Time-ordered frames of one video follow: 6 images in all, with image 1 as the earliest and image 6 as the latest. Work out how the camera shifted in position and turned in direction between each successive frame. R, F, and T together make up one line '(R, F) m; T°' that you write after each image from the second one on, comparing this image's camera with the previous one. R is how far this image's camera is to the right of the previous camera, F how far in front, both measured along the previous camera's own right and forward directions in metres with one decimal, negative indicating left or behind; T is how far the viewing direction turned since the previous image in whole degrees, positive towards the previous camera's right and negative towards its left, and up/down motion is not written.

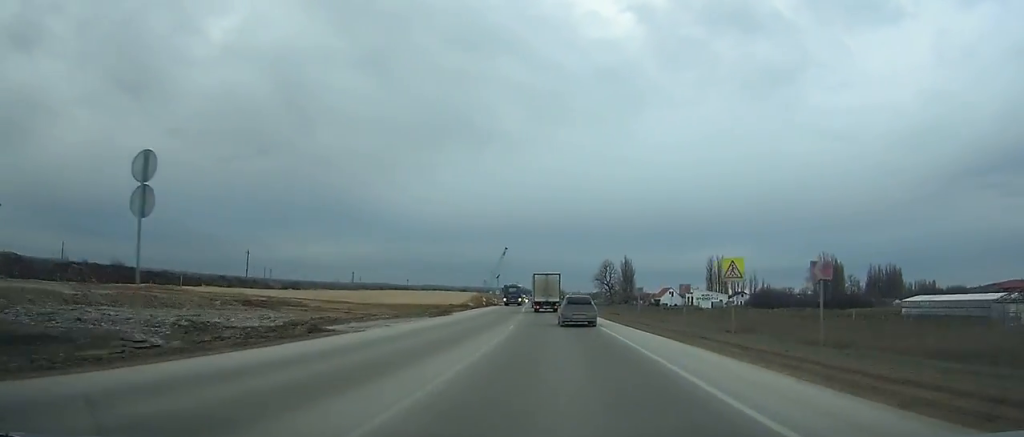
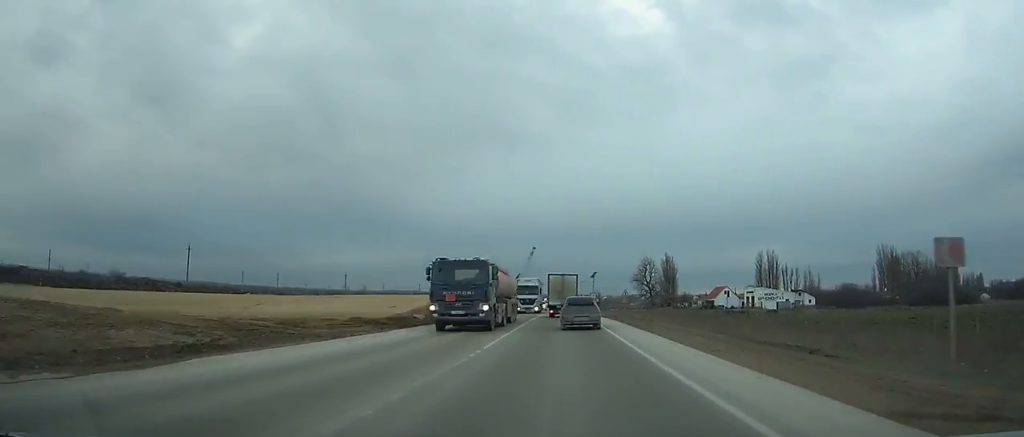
(-1.2, +32.2) m; -2°
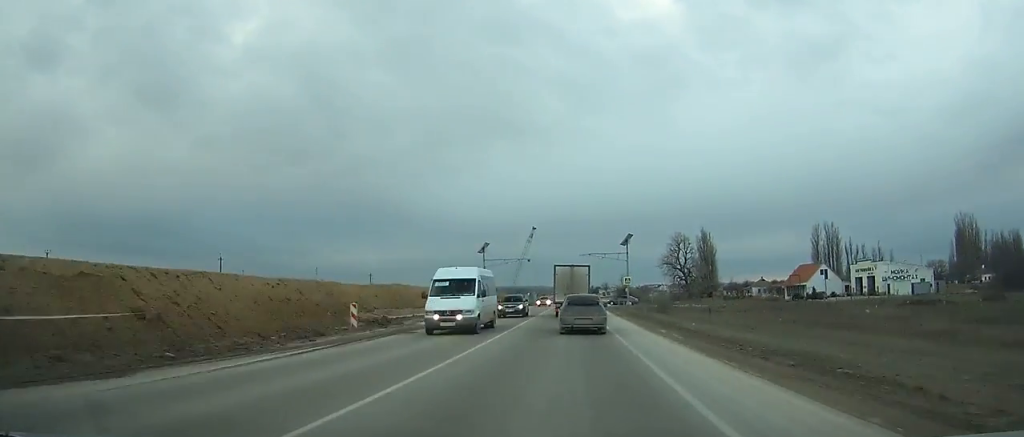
(-1.7, +65.3) m; -2°
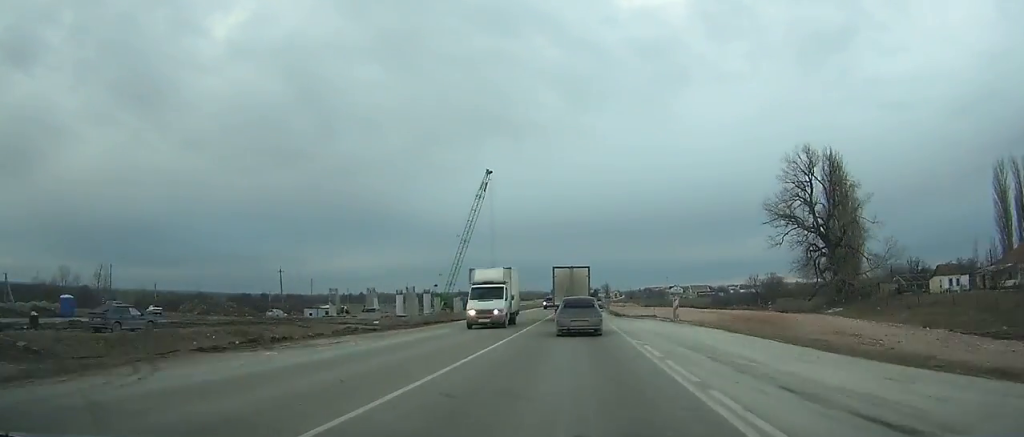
(+0.8, +126.1) m; +1°
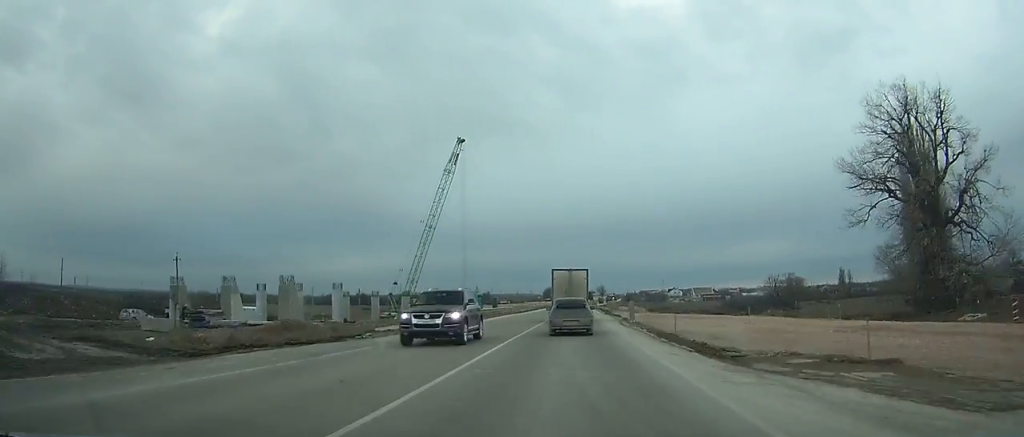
(+0.3, +30.1) m; 0°
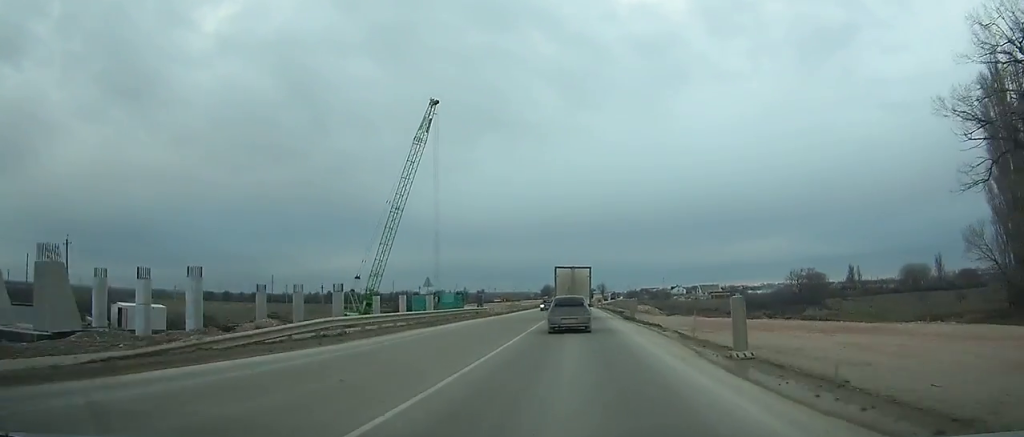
(0.0, +21.5) m; 0°
